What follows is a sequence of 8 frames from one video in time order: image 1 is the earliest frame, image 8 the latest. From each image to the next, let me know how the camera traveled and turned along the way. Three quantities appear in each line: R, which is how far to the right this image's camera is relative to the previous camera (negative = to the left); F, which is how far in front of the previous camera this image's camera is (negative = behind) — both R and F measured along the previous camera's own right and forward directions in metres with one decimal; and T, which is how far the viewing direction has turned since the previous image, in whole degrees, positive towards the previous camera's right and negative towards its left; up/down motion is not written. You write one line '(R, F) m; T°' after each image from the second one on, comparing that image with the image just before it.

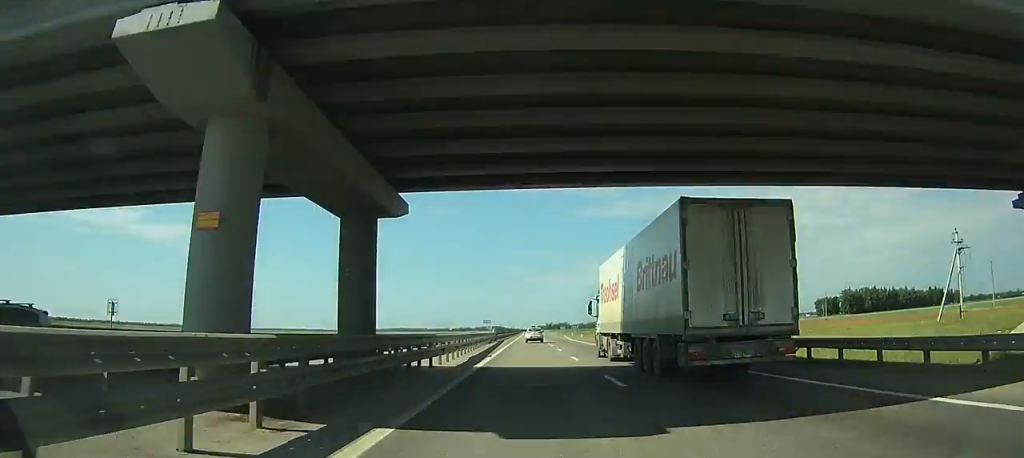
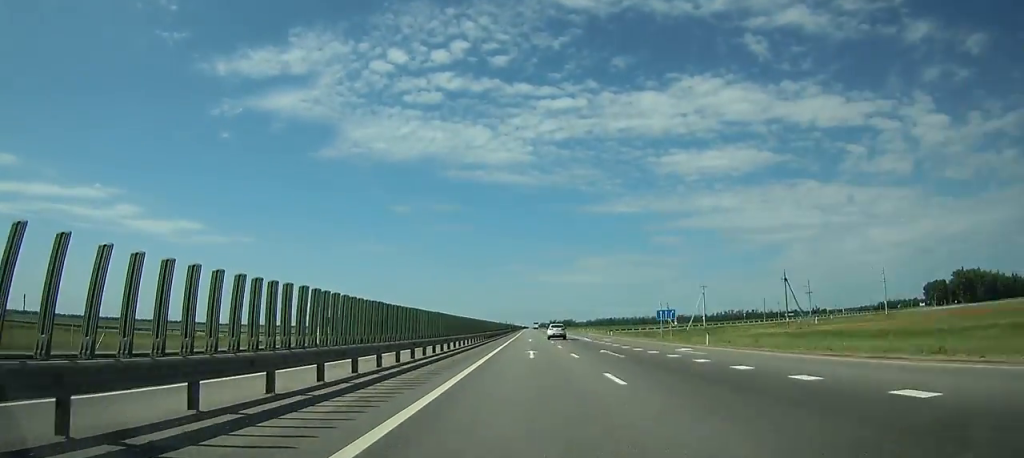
(+0.3, +163.0) m; +1°
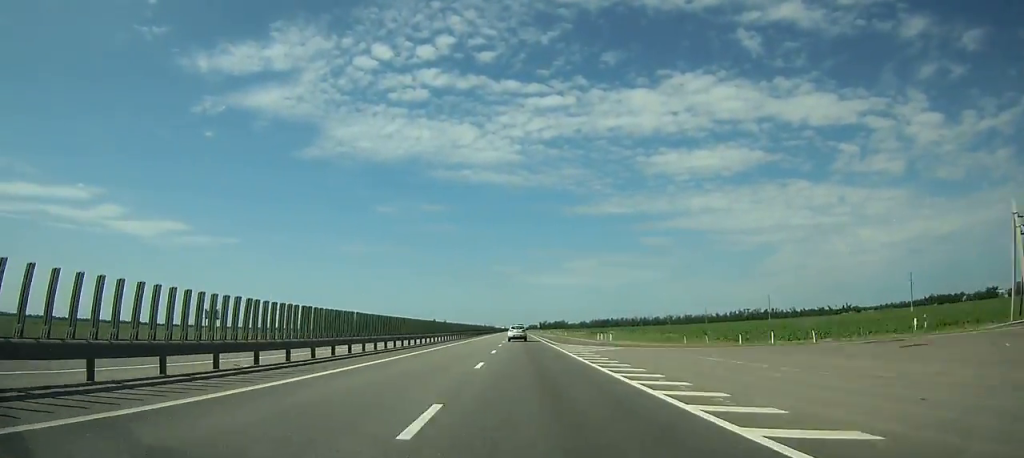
(+1.0, +152.5) m; 0°
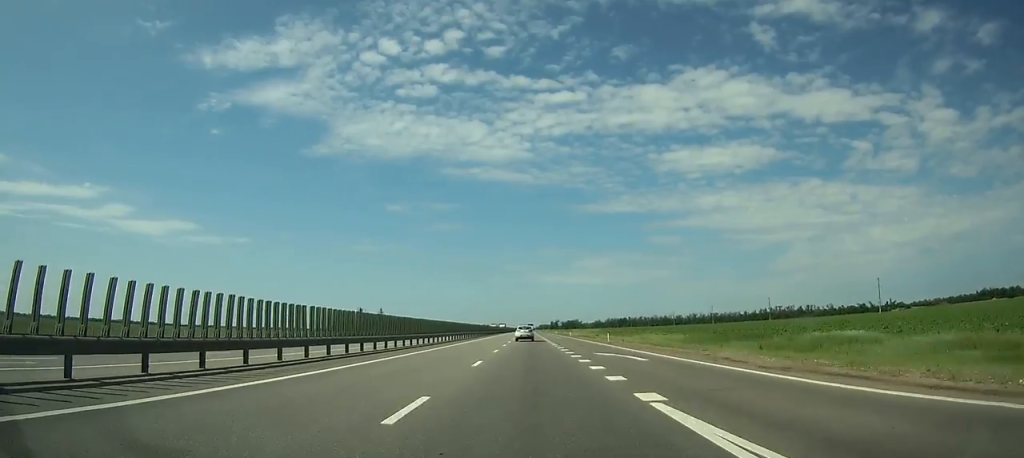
(-0.5, +94.2) m; 0°
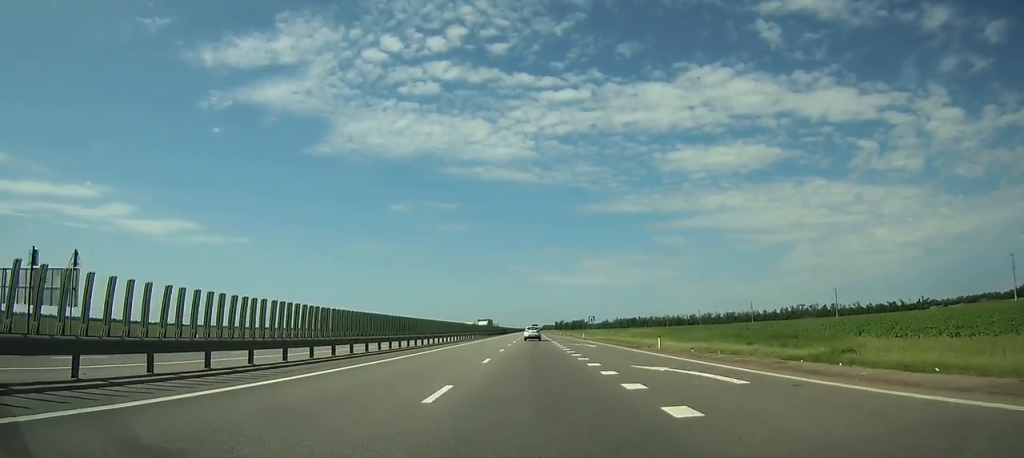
(-0.2, +69.1) m; 0°
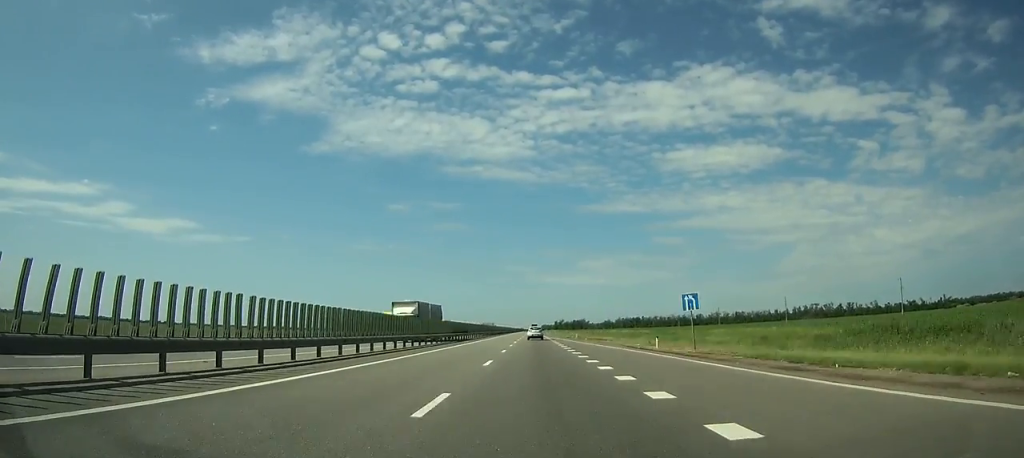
(0.0, +49.2) m; 0°
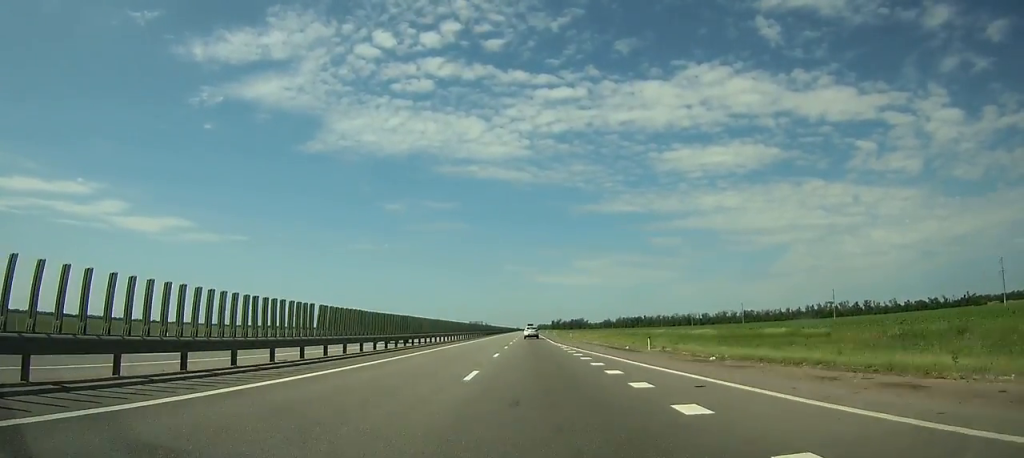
(-0.1, +56.7) m; 0°
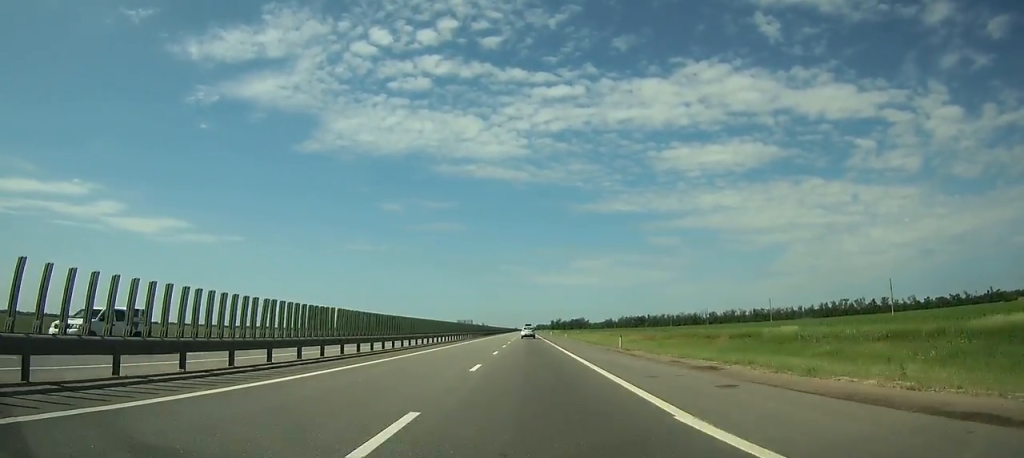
(0.0, +45.2) m; 0°
